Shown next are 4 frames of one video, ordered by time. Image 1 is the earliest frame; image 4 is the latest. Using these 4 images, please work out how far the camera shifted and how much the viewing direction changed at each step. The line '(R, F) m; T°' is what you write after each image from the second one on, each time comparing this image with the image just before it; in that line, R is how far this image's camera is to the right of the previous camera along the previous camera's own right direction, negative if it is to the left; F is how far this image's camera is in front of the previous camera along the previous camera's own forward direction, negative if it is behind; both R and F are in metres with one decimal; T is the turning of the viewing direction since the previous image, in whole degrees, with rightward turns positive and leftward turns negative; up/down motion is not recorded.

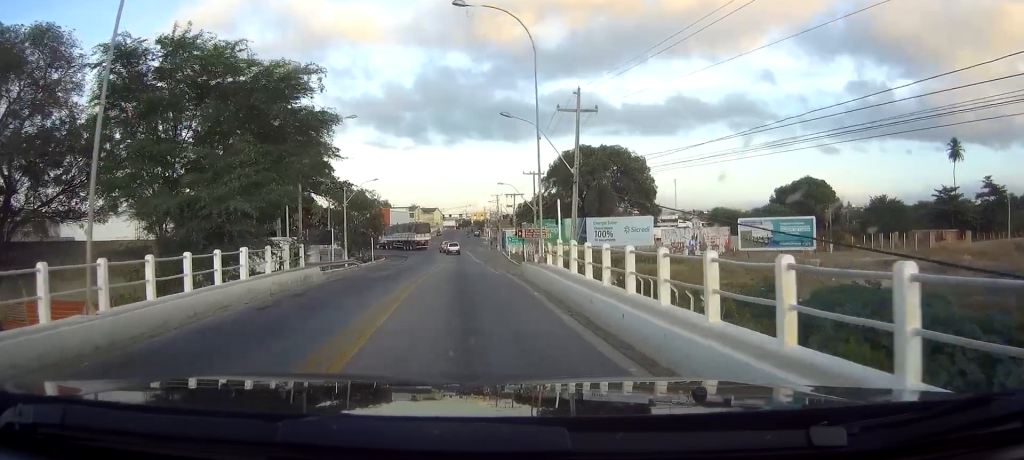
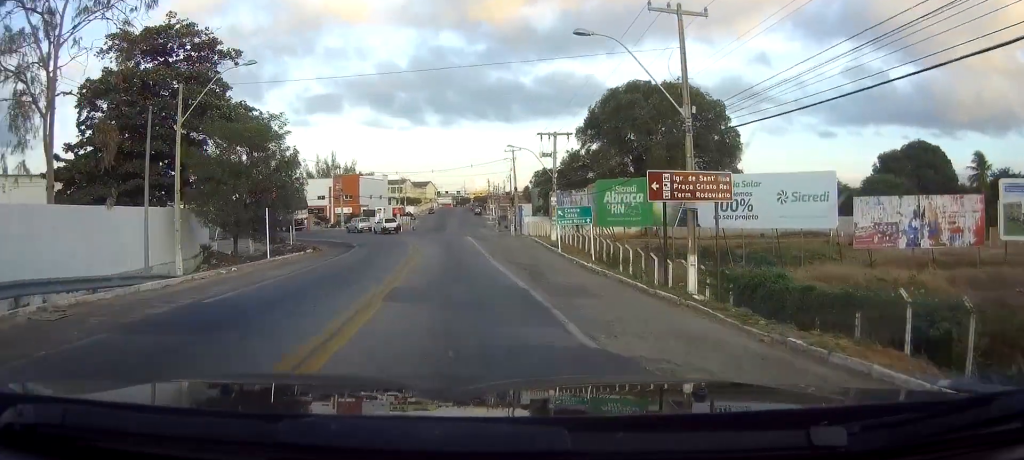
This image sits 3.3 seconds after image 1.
(+0.2, +42.8) m; +1°
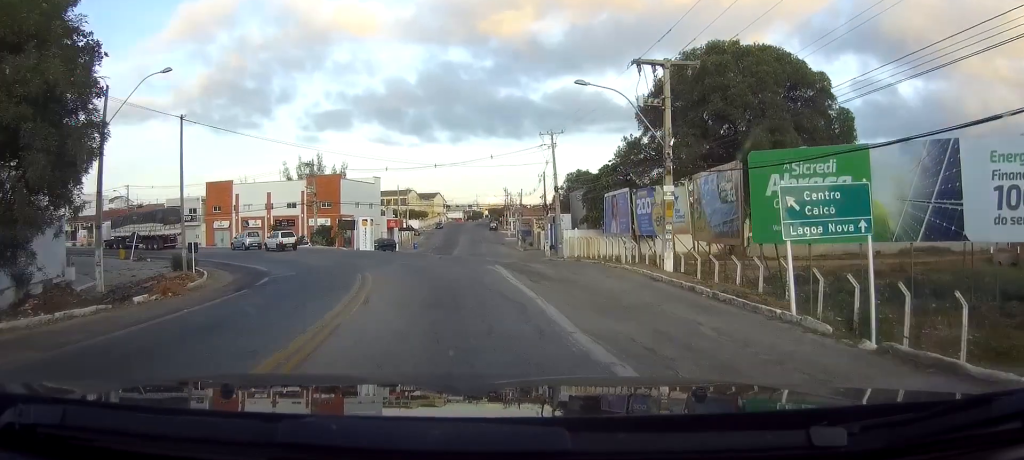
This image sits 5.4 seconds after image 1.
(+0.1, +25.9) m; -2°
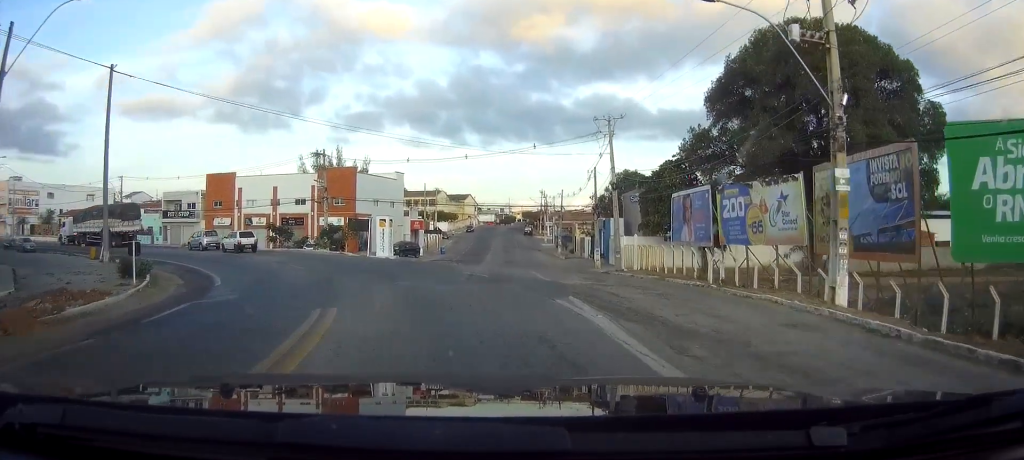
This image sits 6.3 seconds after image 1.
(-0.2, +10.5) m; -4°
